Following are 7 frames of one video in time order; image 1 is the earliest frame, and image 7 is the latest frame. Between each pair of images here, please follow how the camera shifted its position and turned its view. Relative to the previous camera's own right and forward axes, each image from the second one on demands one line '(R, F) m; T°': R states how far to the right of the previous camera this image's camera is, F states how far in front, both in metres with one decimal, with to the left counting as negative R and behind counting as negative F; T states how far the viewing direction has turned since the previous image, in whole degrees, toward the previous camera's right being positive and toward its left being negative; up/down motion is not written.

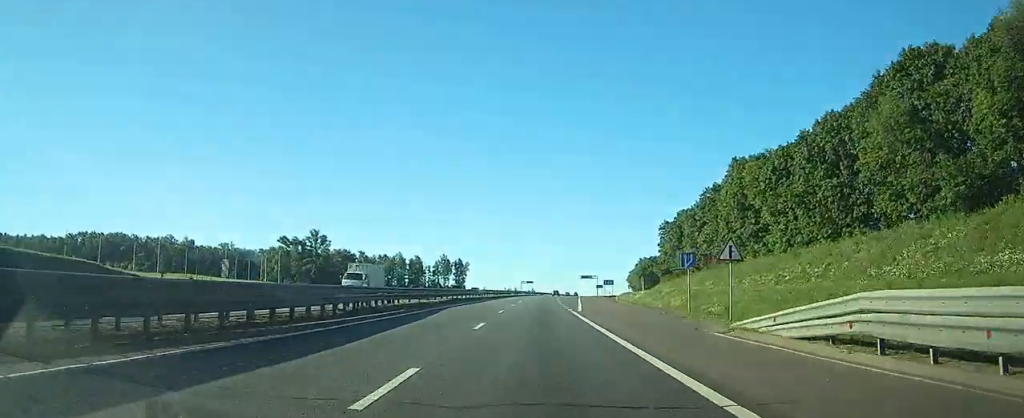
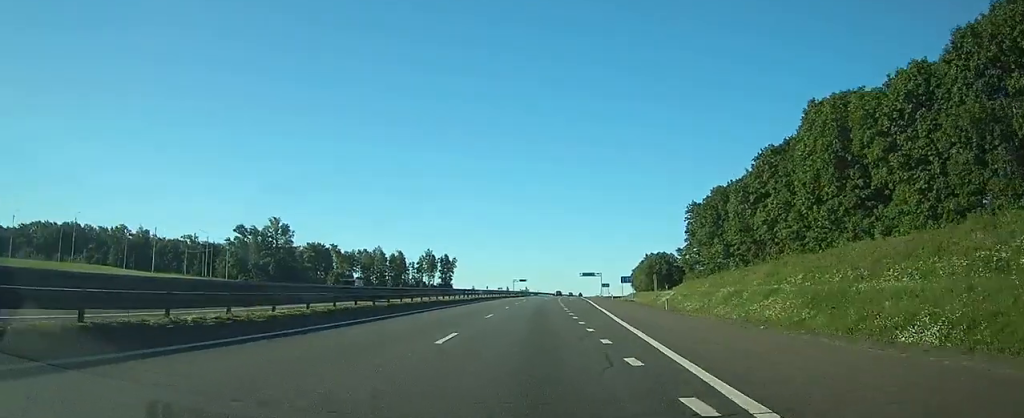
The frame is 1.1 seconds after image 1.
(+0.2, +28.6) m; +1°
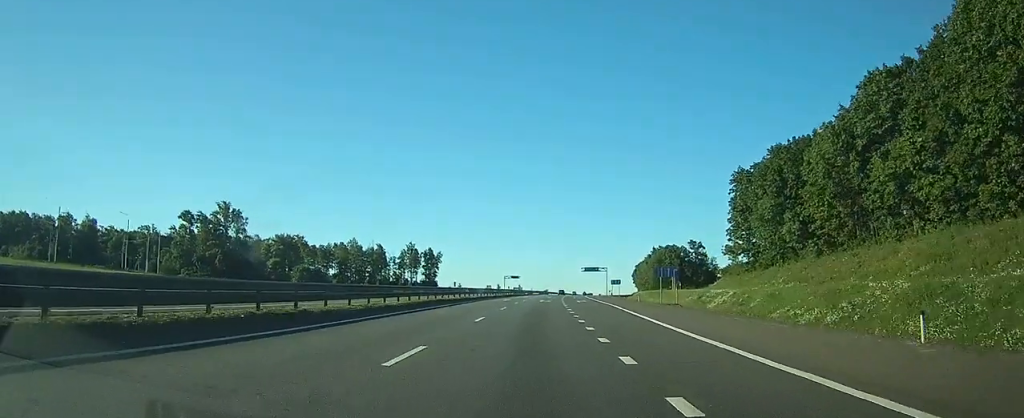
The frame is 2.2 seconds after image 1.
(+0.2, +27.9) m; +1°
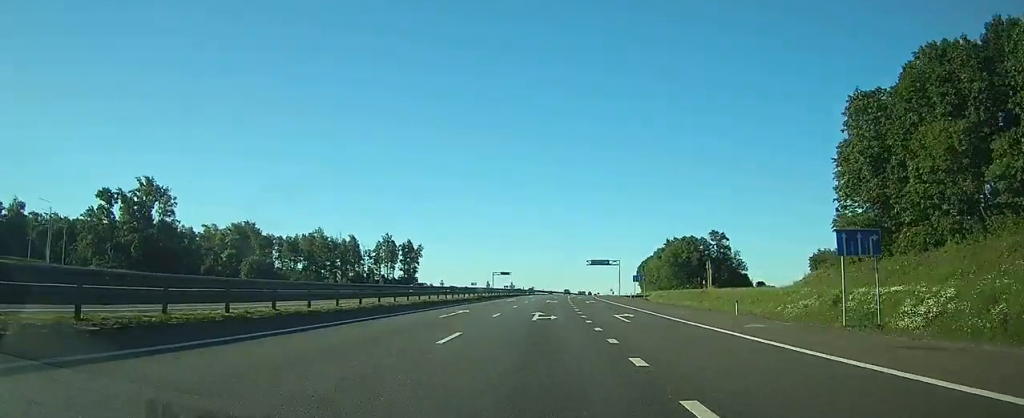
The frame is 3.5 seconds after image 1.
(+0.2, +32.2) m; +1°
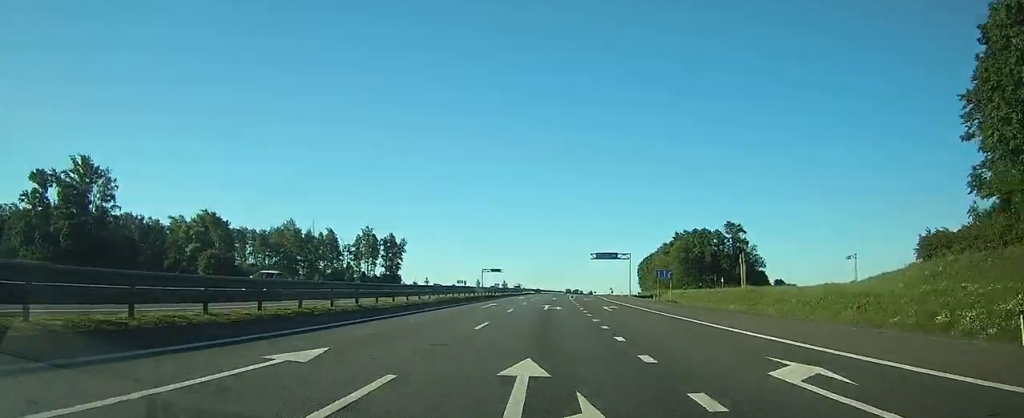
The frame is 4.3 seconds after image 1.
(+0.1, +19.6) m; +1°
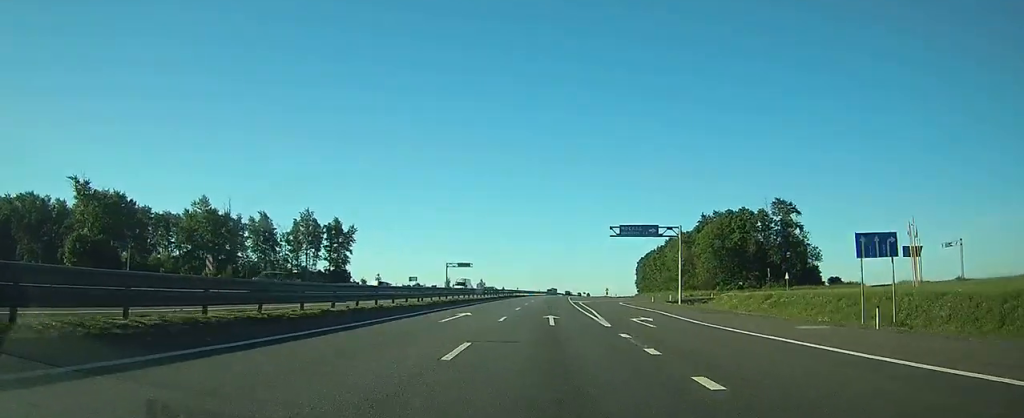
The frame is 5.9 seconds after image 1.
(+0.5, +42.5) m; +1°
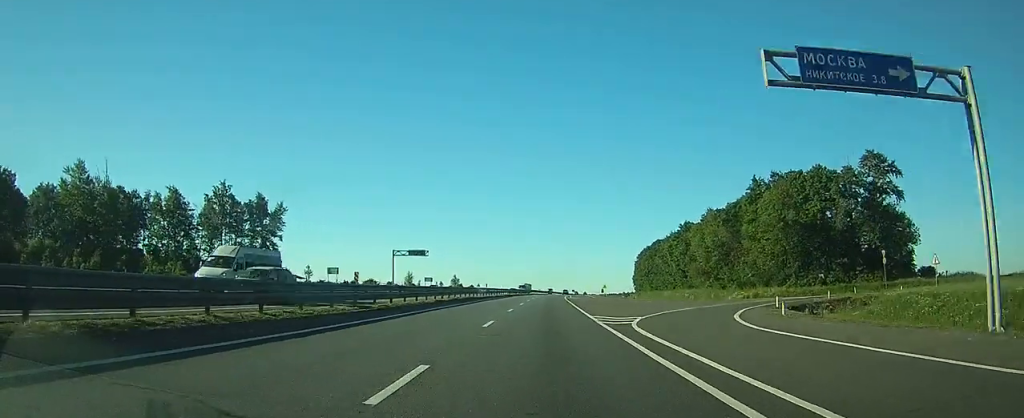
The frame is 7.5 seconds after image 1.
(+0.6, +39.1) m; +1°
